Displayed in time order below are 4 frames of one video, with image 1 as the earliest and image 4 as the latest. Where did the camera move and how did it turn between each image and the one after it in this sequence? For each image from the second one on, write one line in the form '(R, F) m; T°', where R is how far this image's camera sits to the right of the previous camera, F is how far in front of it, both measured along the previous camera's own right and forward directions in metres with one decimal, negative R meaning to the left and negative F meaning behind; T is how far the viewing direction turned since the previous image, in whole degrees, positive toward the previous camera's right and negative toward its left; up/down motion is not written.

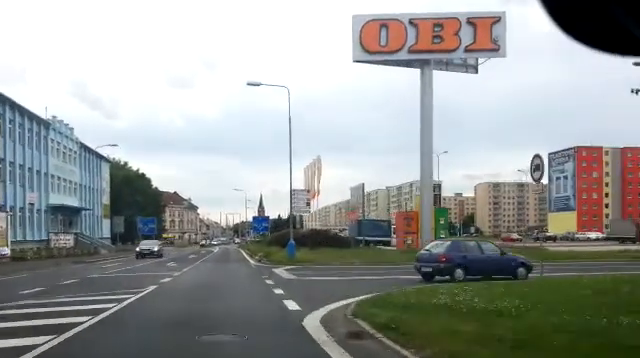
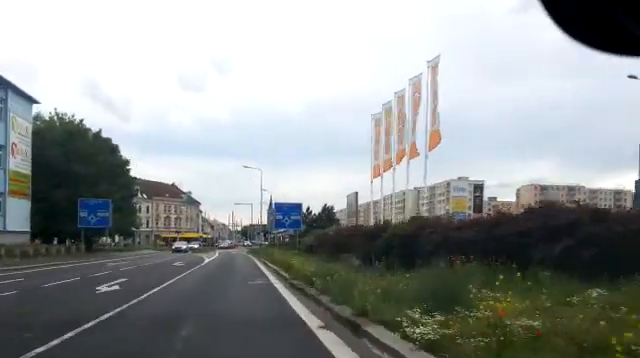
(-0.1, +35.0) m; +1°
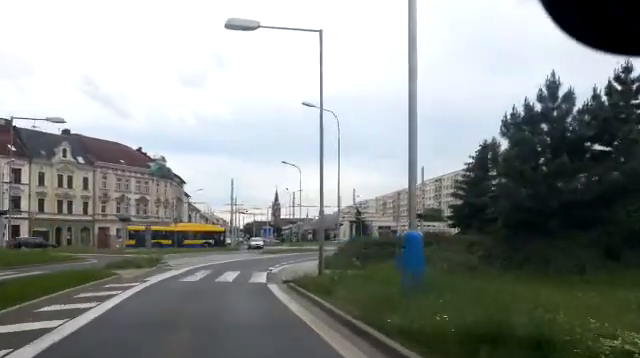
(-2.2, +52.9) m; -2°
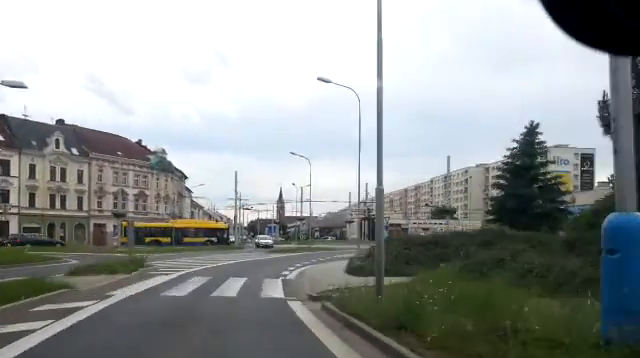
(-0.1, +4.7) m; -1°
